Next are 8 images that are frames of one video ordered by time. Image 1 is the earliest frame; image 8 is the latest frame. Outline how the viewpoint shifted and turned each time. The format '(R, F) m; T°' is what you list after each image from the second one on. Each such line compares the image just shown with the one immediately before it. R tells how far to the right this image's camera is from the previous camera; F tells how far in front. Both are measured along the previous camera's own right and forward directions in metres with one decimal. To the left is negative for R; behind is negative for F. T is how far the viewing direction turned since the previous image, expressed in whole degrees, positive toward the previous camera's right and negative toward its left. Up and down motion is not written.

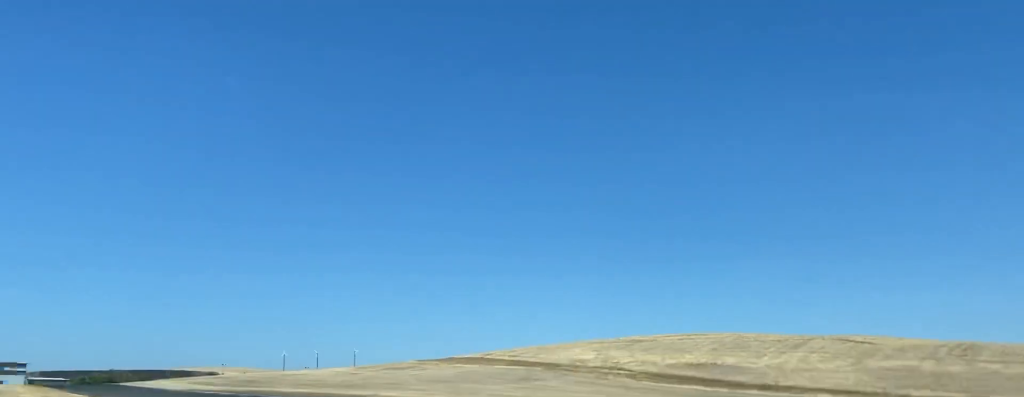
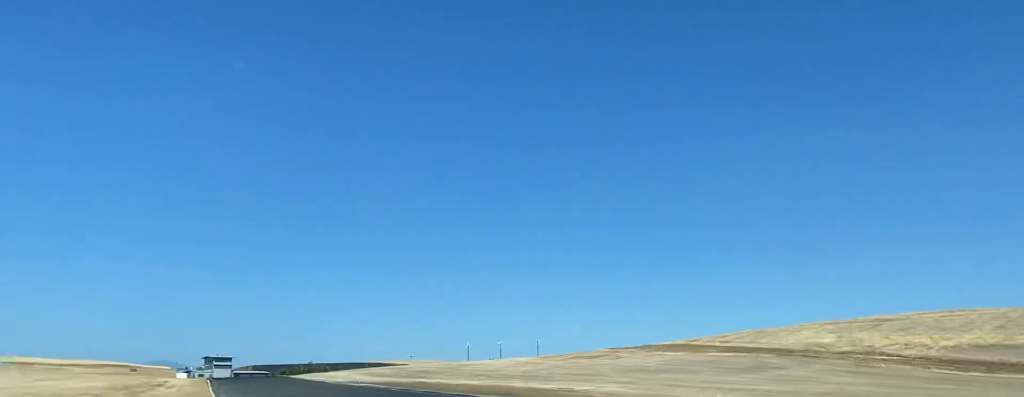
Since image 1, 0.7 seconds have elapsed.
(-3.1, +25.4) m; -5°
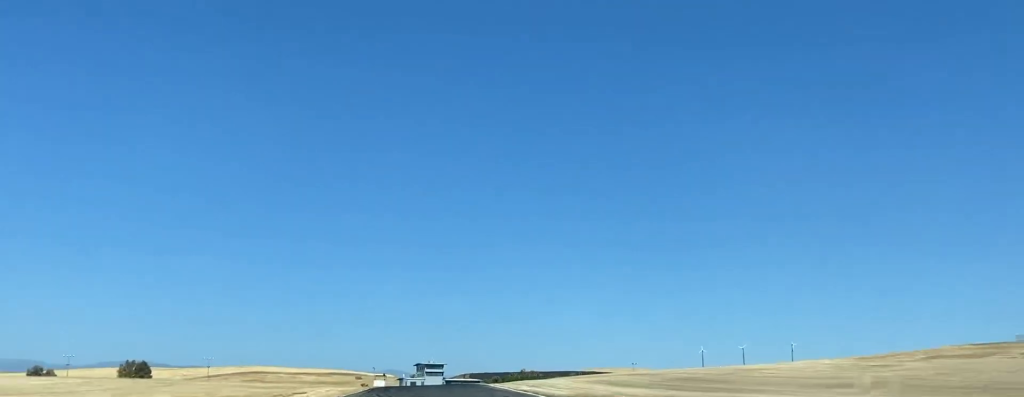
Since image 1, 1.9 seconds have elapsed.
(-1.2, +48.5) m; +1°
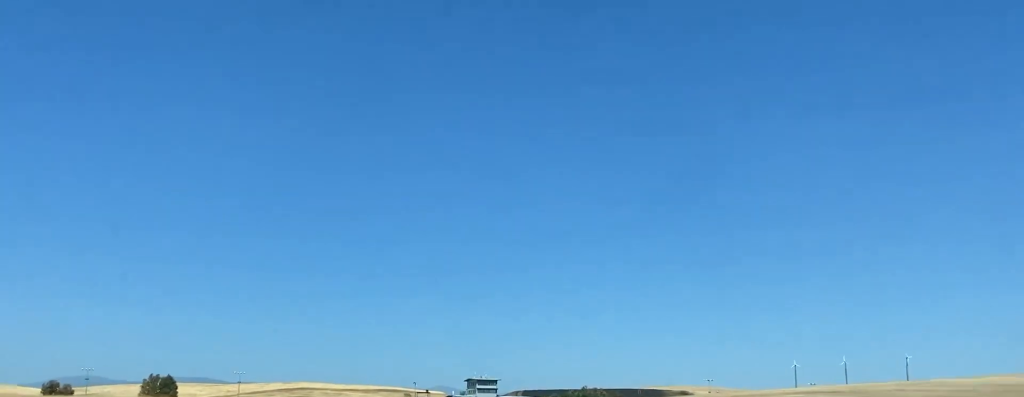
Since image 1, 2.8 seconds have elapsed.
(+1.0, +32.3) m; +3°
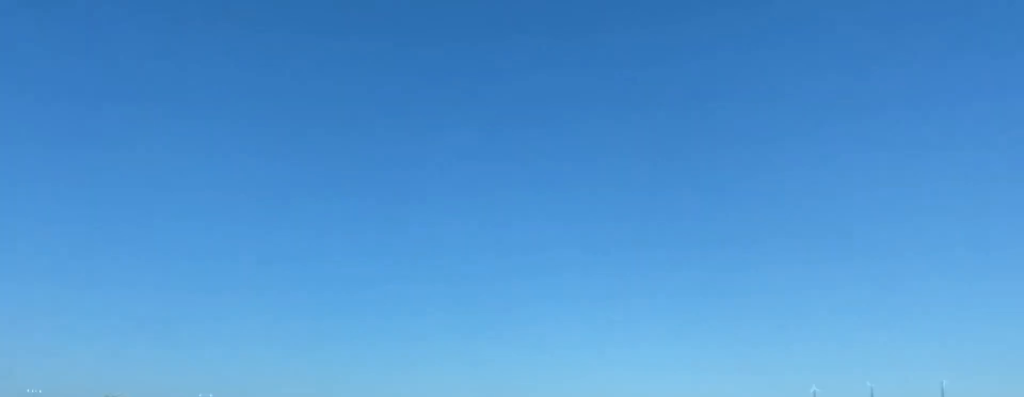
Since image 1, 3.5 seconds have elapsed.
(+0.4, +20.9) m; +5°
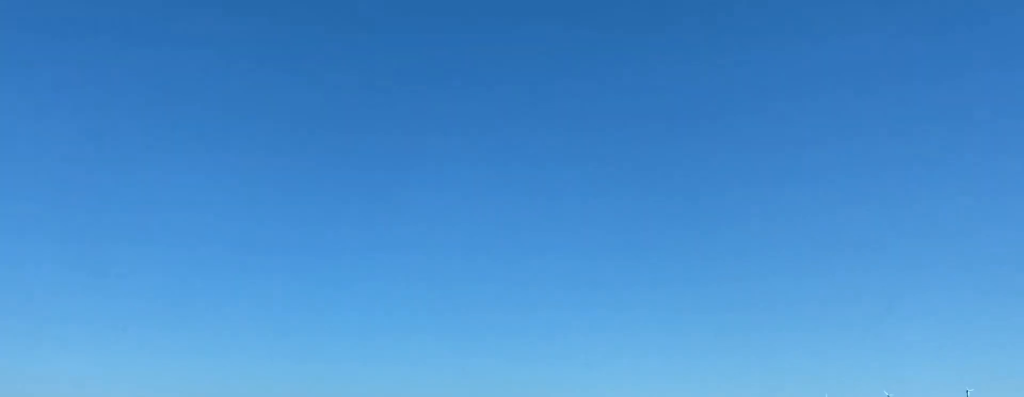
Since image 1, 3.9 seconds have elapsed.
(-0.5, +12.4) m; +5°
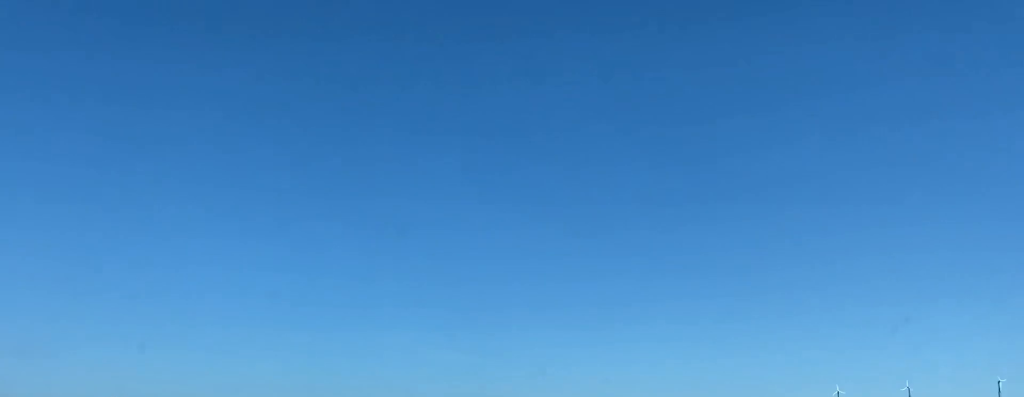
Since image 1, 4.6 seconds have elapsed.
(+2.7, +21.3) m; +14°
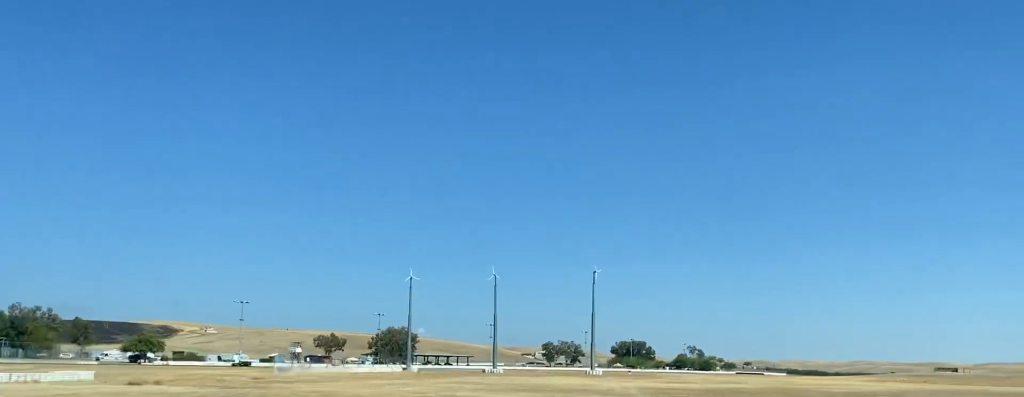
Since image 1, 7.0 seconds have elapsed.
(+24.6, +56.5) m; +47°
